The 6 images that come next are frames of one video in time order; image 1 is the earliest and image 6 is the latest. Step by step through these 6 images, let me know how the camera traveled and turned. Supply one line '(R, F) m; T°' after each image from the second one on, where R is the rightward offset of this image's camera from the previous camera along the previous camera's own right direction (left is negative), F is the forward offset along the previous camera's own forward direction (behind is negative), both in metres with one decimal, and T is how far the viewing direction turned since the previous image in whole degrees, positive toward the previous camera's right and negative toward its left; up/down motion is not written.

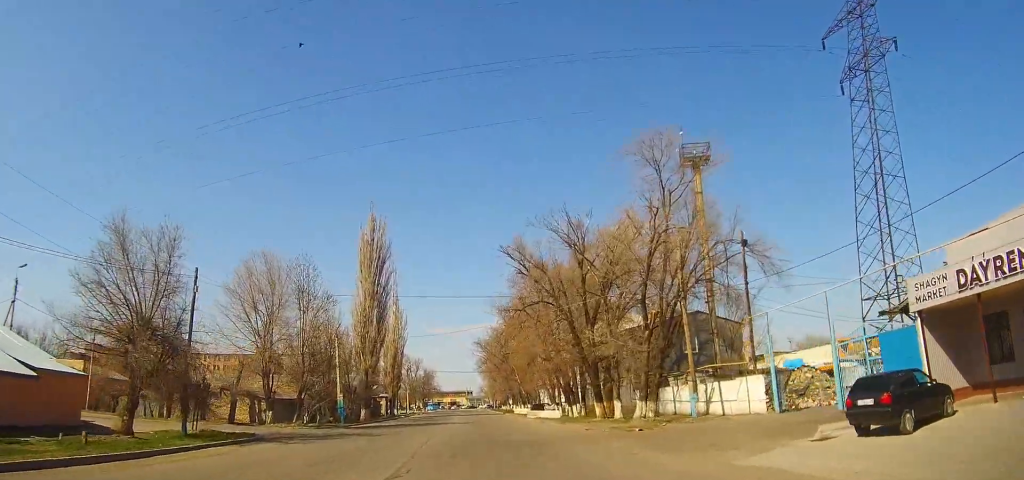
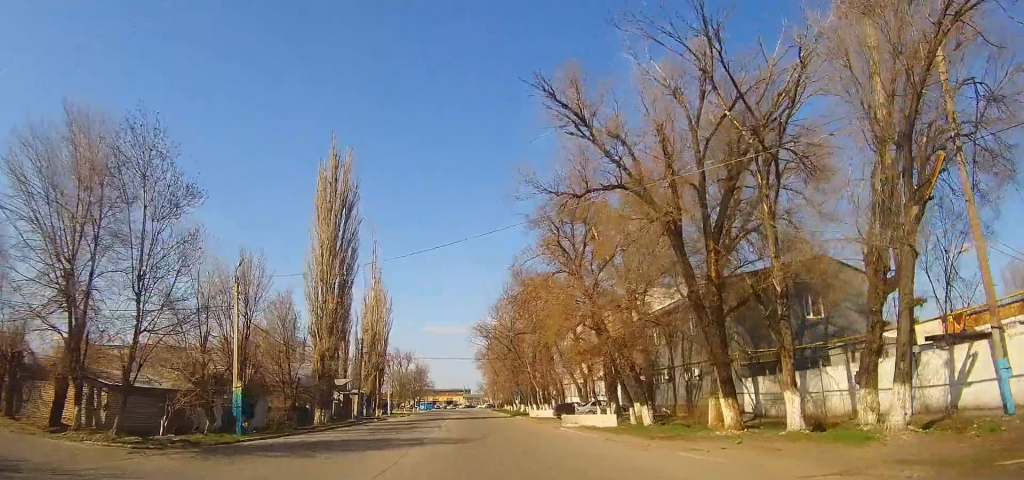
(-0.1, +19.4) m; -1°
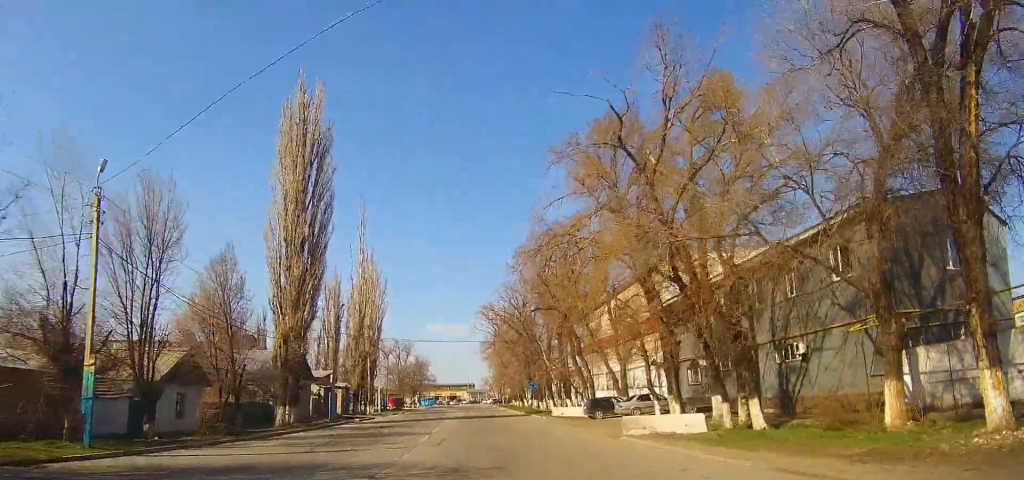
(-0.1, +12.0) m; -1°
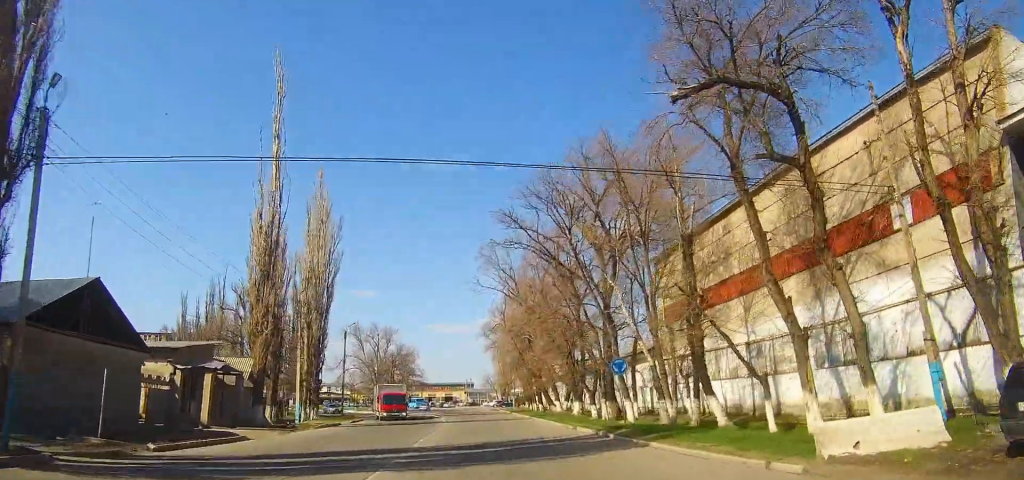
(-0.1, +33.1) m; 0°
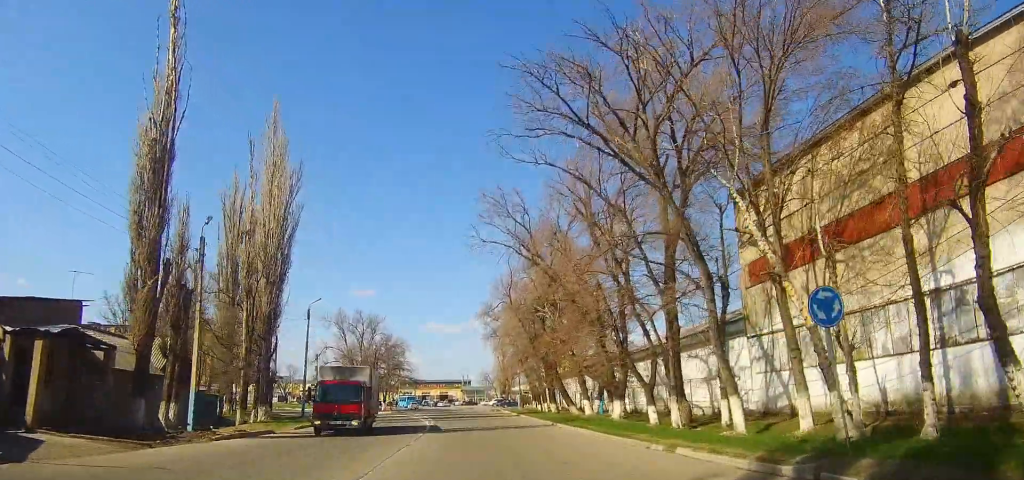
(+0.1, +14.5) m; +1°
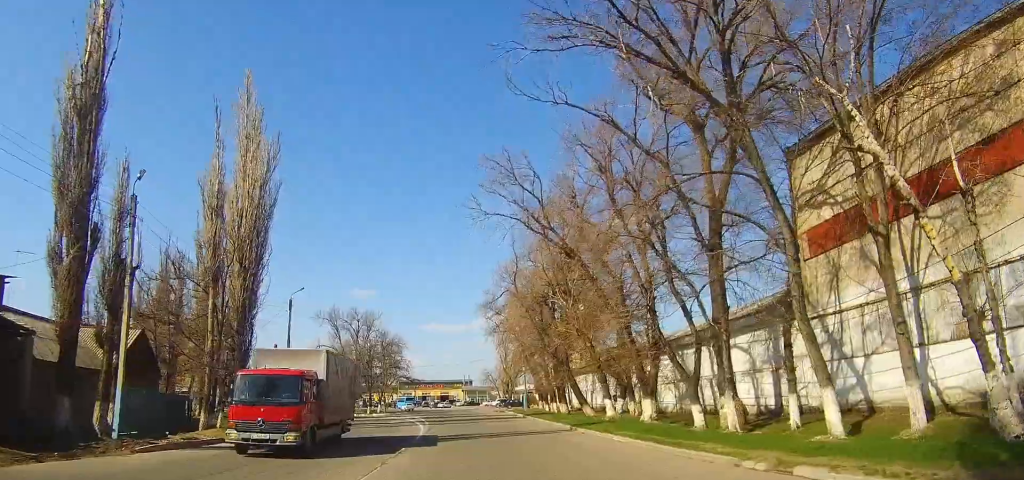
(0.0, +5.6) m; 0°
